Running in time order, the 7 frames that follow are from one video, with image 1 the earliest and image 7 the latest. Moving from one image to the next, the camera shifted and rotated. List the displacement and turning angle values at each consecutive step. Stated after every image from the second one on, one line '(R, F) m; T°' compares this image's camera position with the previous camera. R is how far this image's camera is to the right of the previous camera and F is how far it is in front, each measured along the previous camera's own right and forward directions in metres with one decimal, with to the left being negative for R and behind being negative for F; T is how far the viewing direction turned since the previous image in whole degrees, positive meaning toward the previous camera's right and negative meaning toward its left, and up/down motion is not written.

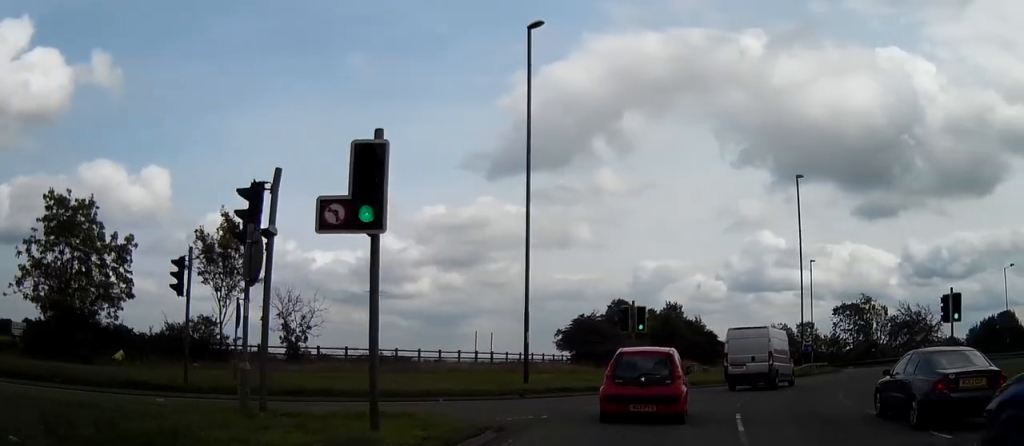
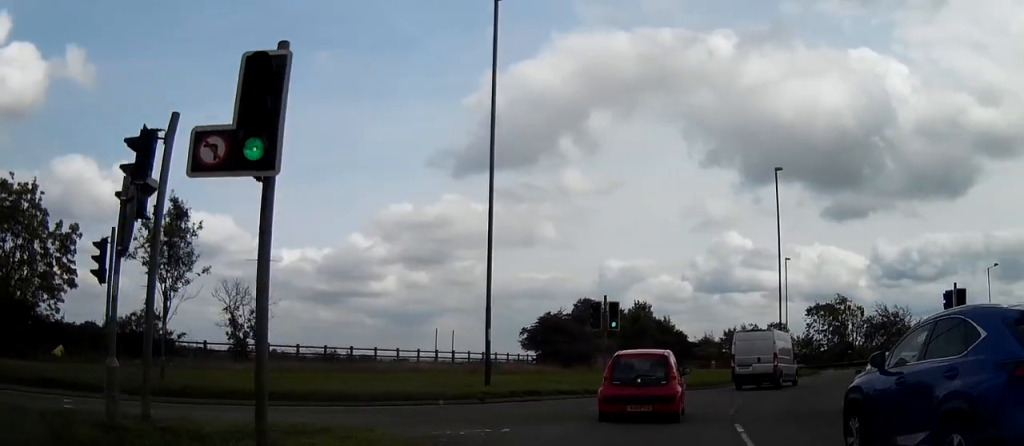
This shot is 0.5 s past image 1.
(+0.1, +2.5) m; +2°
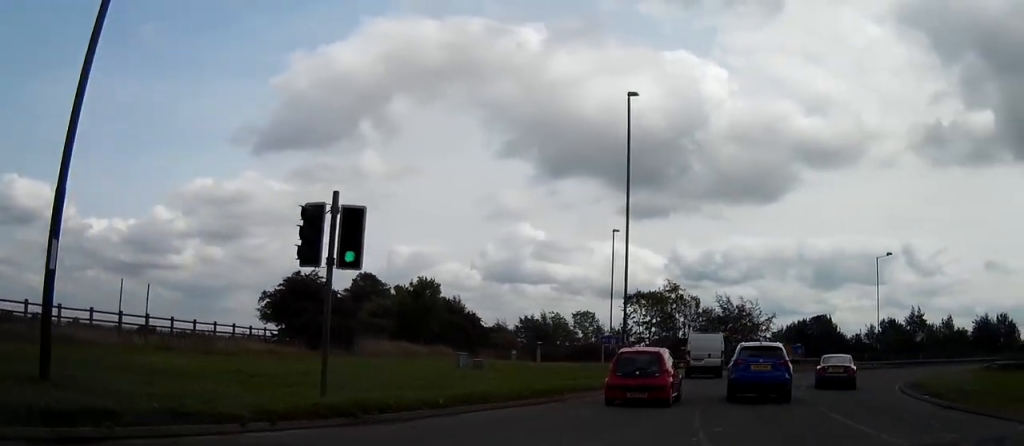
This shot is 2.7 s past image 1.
(+1.7, +14.9) m; +14°
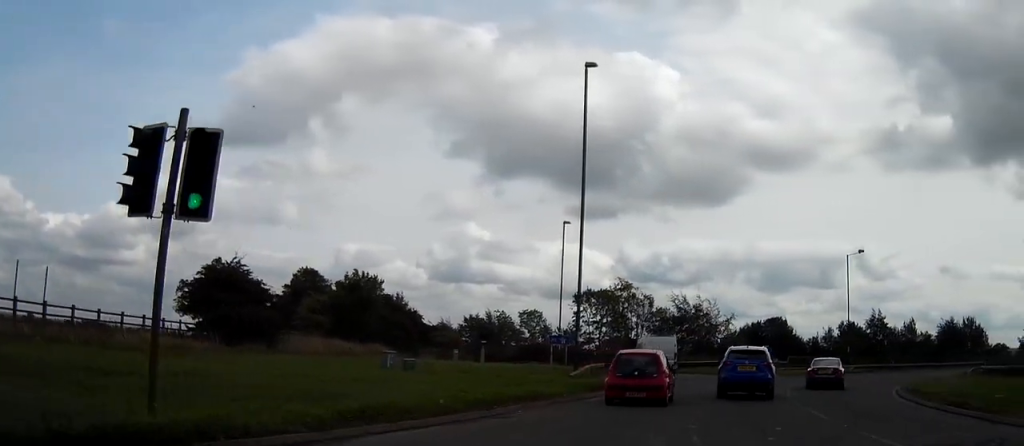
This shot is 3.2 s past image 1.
(+0.1, +4.1) m; +4°
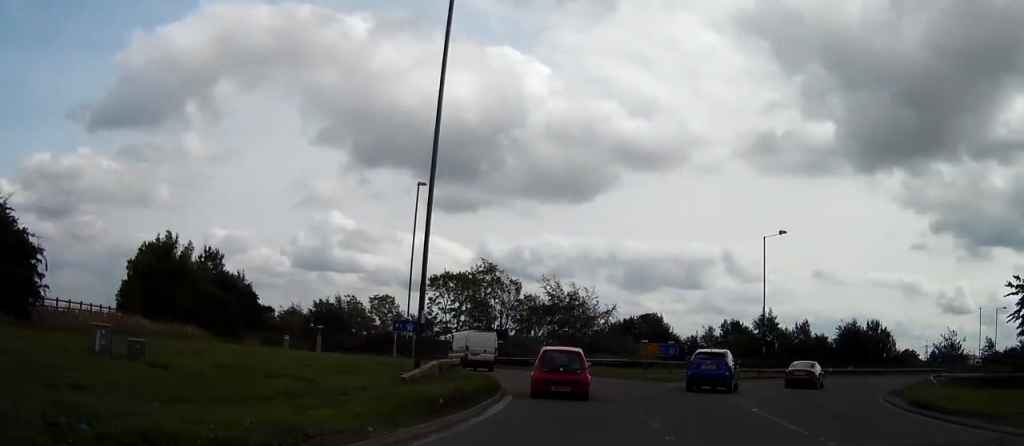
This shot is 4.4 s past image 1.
(+0.8, +10.4) m; +9°
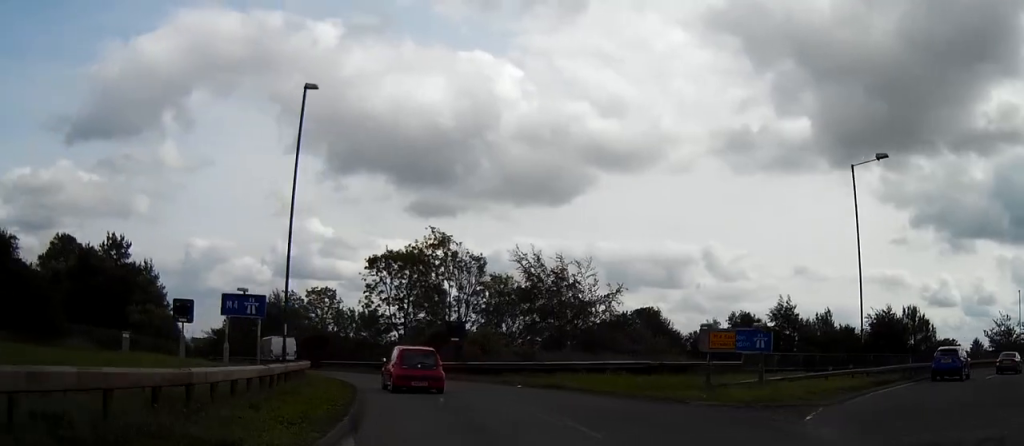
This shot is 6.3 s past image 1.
(+1.8, +19.8) m; +5°
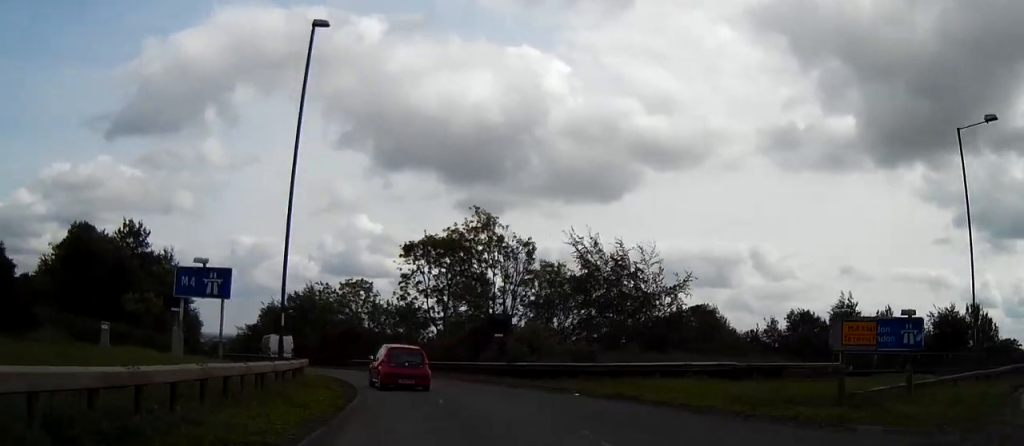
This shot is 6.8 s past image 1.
(+0.1, +5.9) m; -2°
